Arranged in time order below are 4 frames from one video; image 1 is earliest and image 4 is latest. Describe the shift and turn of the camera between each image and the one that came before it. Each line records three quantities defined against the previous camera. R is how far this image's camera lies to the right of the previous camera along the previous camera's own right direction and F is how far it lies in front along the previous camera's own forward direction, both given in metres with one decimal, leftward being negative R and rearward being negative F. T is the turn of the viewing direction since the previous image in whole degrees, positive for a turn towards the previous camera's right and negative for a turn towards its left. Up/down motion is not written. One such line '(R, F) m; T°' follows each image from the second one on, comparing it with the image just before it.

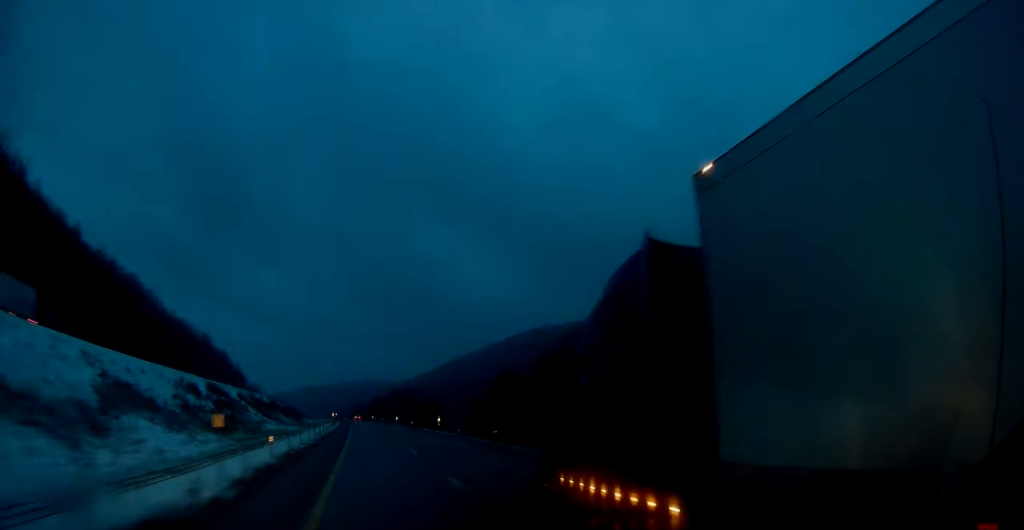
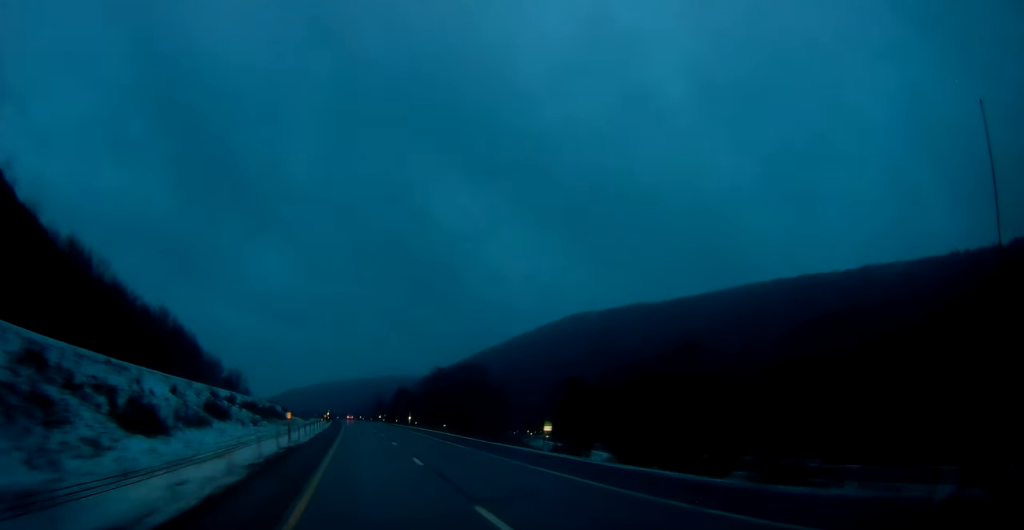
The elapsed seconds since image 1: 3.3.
(-2.2, +103.6) m; -3°
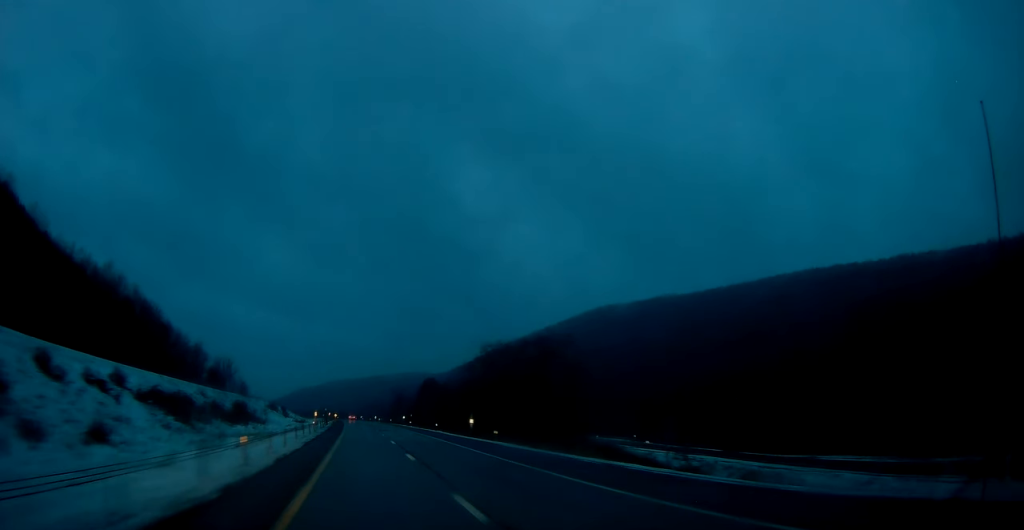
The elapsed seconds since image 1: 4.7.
(-0.4, +45.8) m; -1°
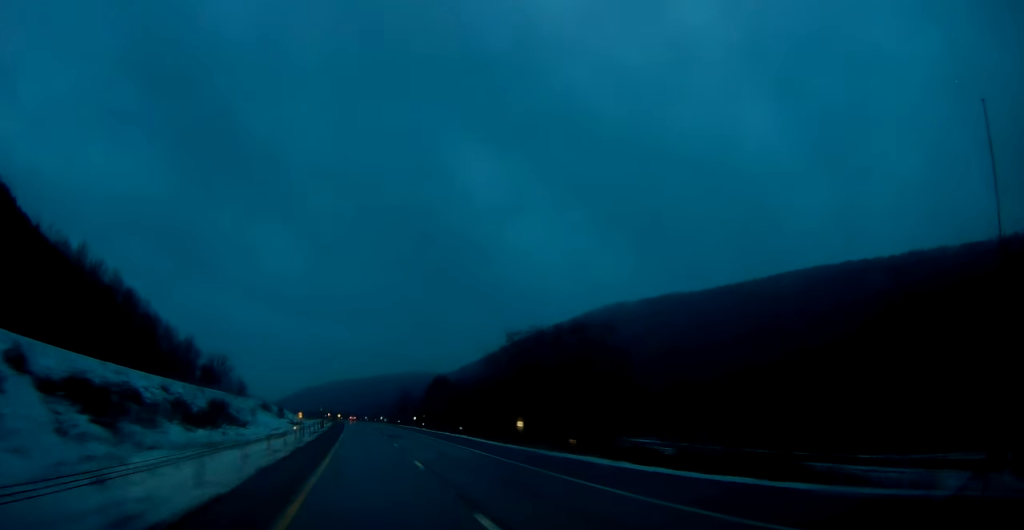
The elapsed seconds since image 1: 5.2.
(0.0, +14.9) m; 0°
